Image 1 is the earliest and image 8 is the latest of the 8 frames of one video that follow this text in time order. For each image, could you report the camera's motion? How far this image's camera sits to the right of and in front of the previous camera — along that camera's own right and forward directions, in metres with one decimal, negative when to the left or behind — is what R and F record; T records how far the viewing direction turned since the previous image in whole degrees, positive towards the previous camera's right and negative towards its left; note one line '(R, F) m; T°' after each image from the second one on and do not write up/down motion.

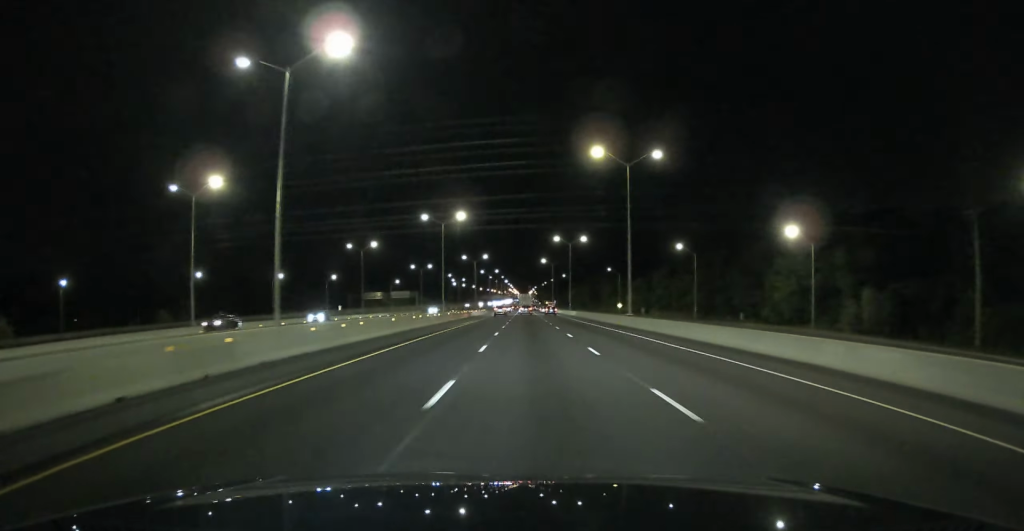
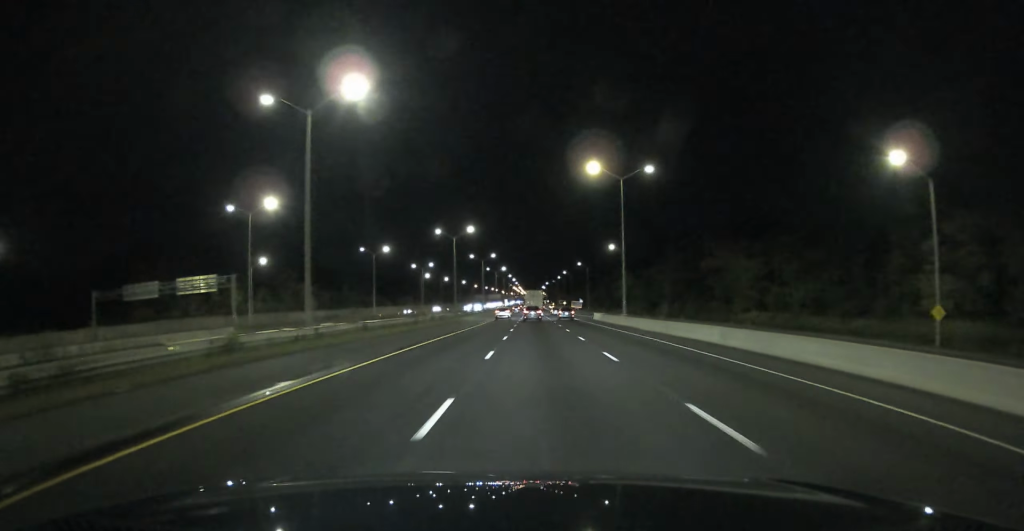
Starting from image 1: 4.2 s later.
(-3.0, +145.3) m; -1°
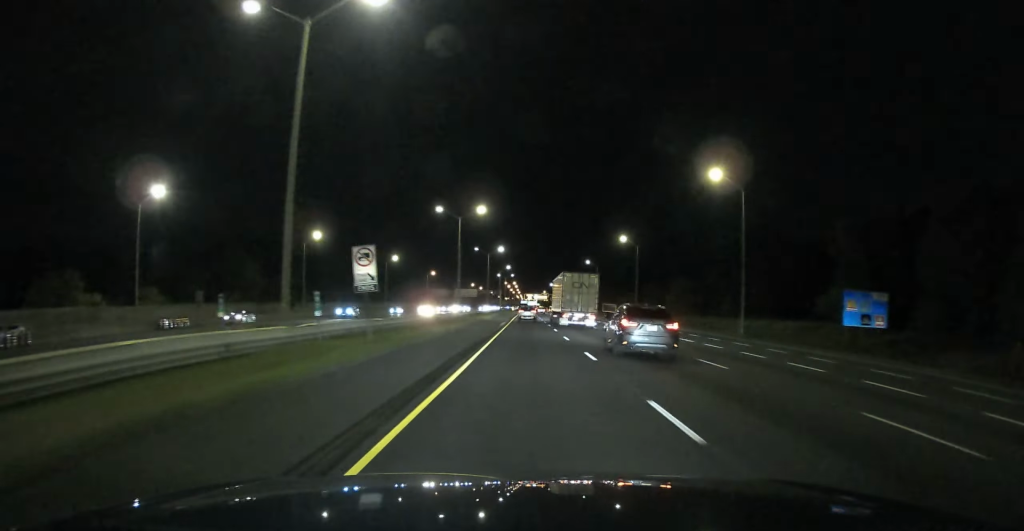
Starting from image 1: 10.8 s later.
(+0.1, +225.4) m; 0°
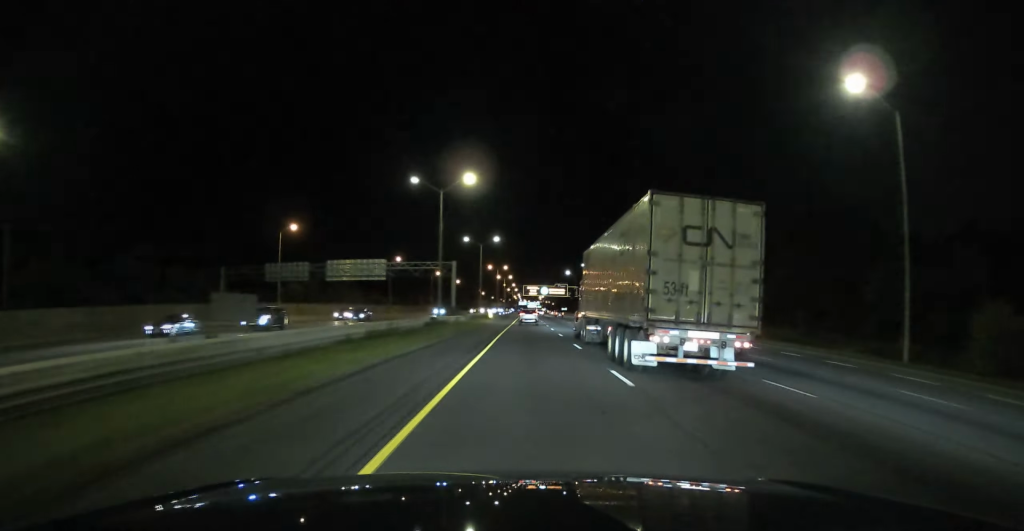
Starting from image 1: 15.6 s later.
(+0.2, +160.9) m; 0°
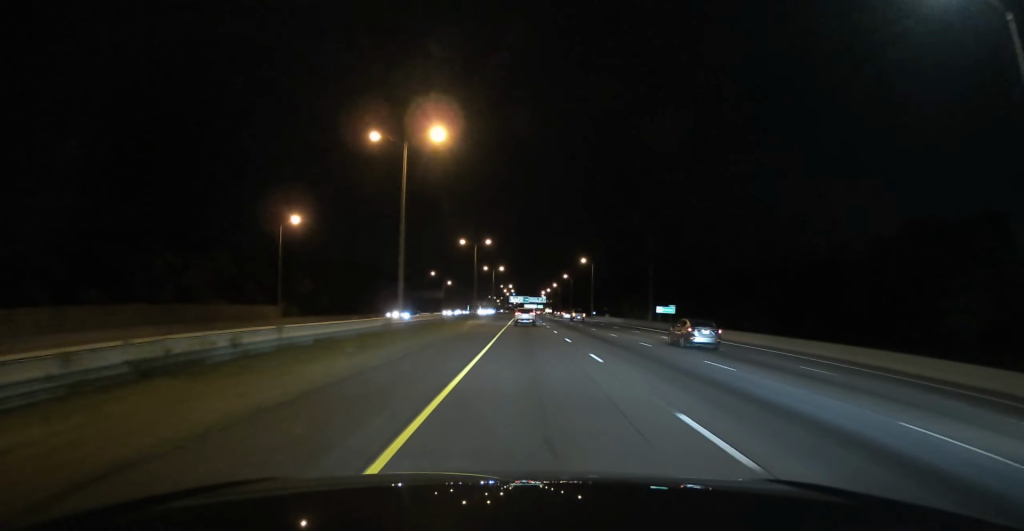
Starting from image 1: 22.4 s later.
(+1.0, +218.4) m; 0°
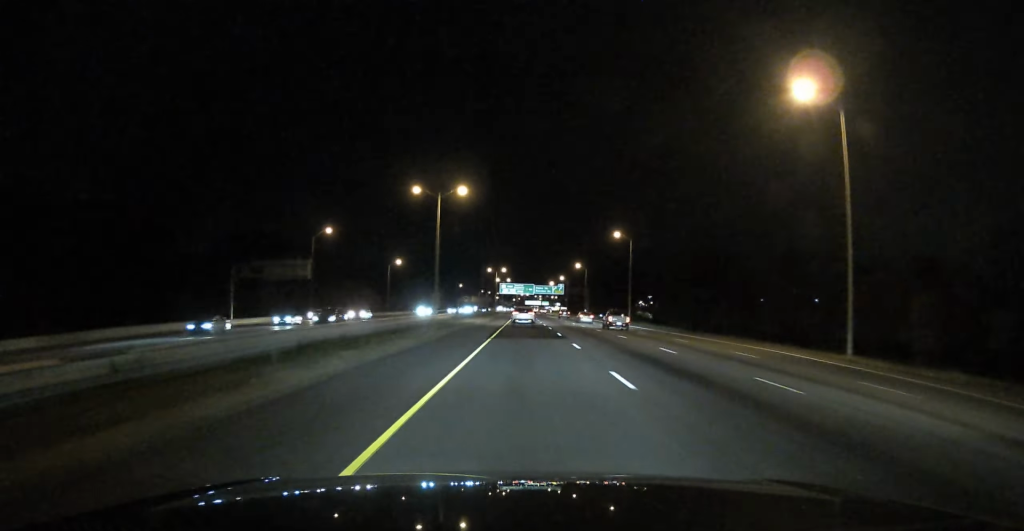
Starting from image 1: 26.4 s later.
(+0.1, +121.1) m; 0°
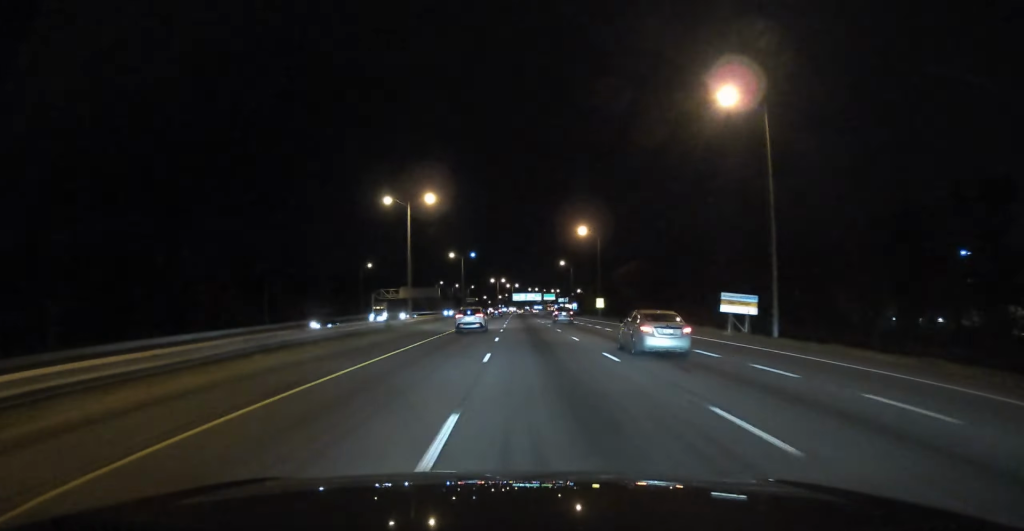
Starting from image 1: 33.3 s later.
(+0.9, +179.7) m; 0°
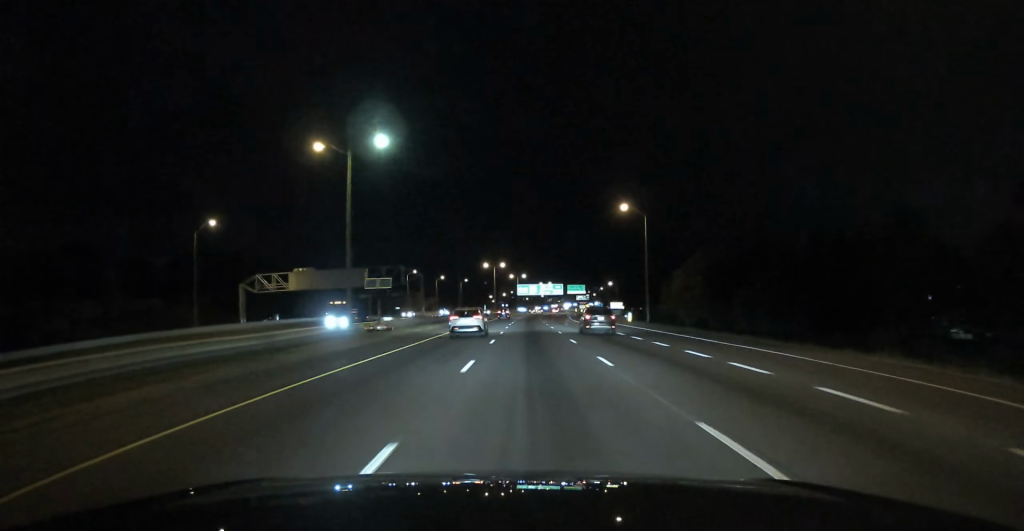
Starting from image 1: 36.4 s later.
(+0.1, +78.6) m; 0°
